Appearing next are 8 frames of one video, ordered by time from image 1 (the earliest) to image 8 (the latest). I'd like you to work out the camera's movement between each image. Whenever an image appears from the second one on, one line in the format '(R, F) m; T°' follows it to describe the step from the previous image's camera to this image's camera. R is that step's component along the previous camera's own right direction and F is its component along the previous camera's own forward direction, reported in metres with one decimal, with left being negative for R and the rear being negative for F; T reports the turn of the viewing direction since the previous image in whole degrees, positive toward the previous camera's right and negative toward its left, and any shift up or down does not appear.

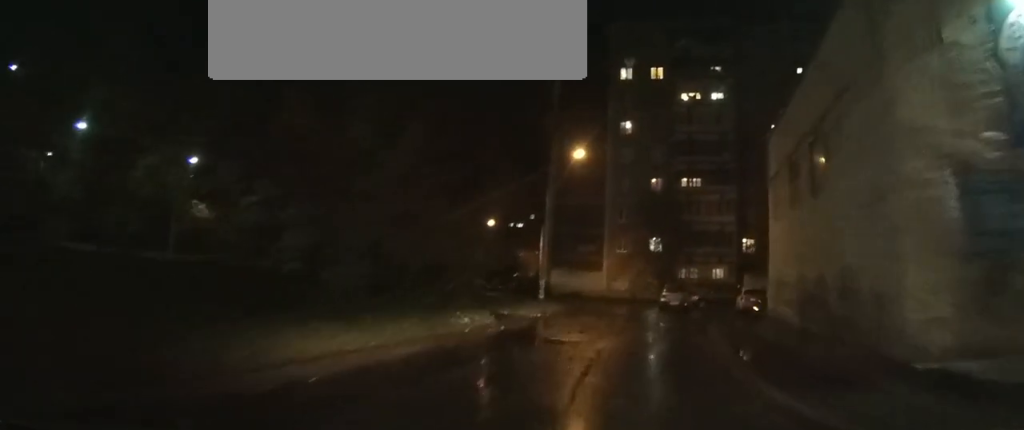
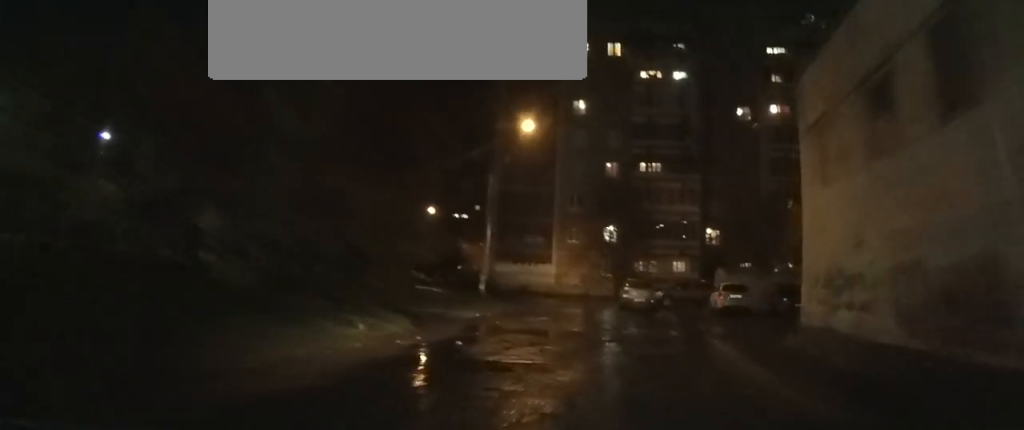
(+0.1, +5.0) m; +2°
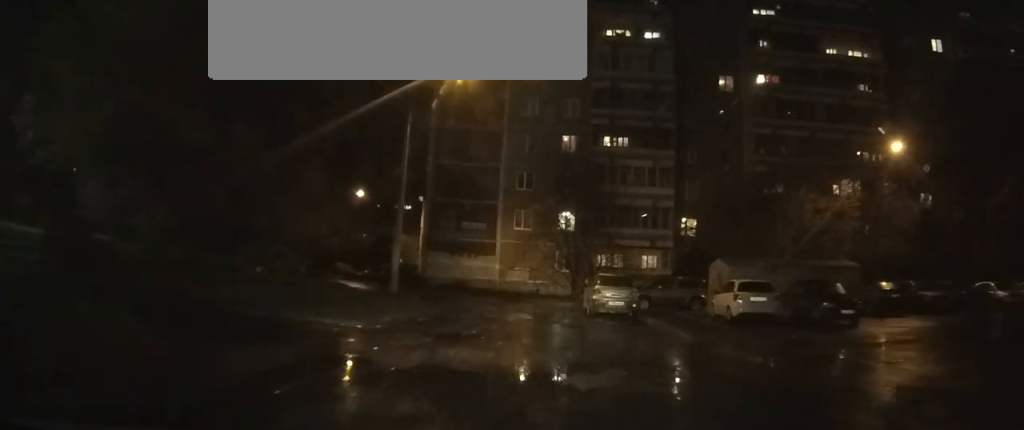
(+0.3, +8.1) m; +5°
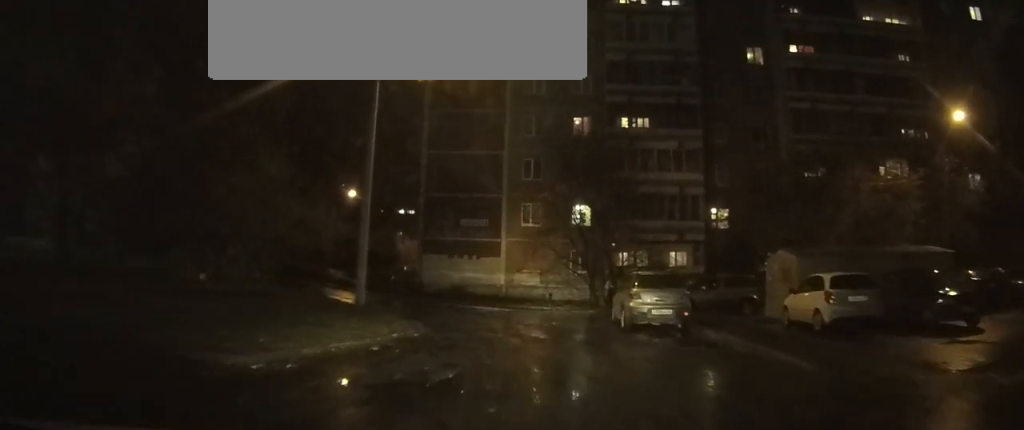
(+0.1, +5.8) m; 0°
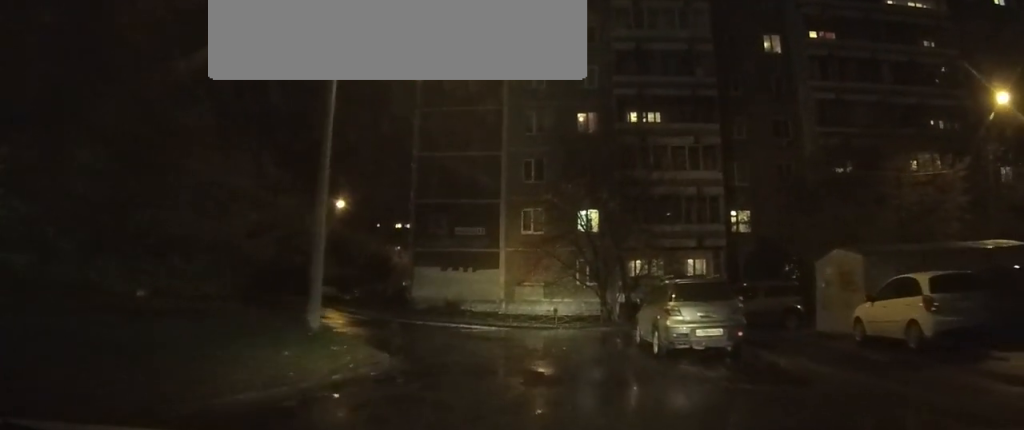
(-0.1, +4.3) m; -3°
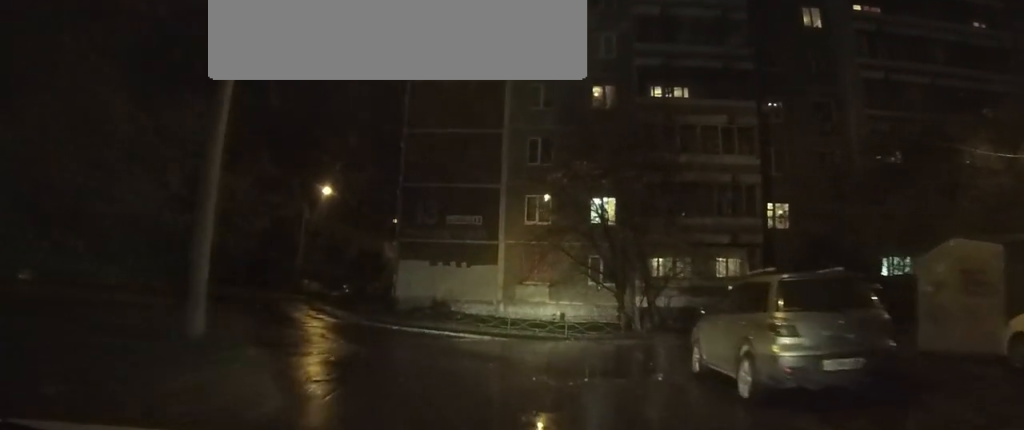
(-0.1, +5.5) m; -4°
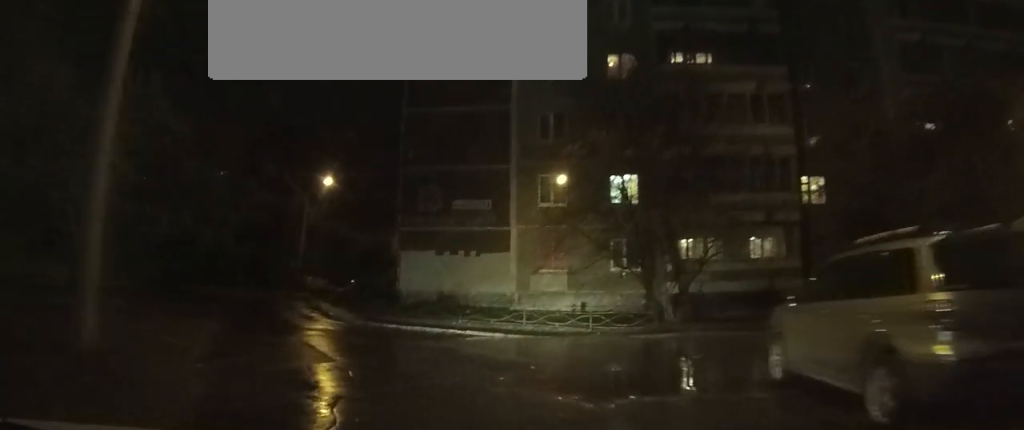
(-0.1, +2.6) m; -4°
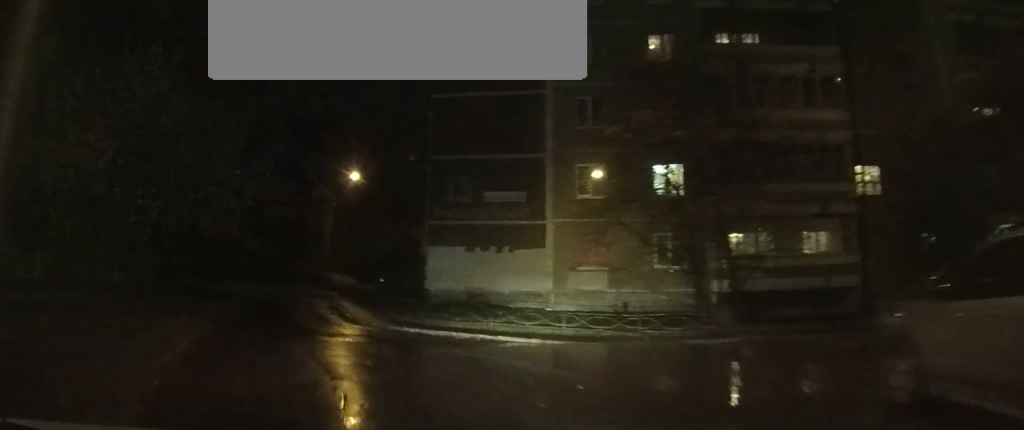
(0.0, +1.8) m; -4°
